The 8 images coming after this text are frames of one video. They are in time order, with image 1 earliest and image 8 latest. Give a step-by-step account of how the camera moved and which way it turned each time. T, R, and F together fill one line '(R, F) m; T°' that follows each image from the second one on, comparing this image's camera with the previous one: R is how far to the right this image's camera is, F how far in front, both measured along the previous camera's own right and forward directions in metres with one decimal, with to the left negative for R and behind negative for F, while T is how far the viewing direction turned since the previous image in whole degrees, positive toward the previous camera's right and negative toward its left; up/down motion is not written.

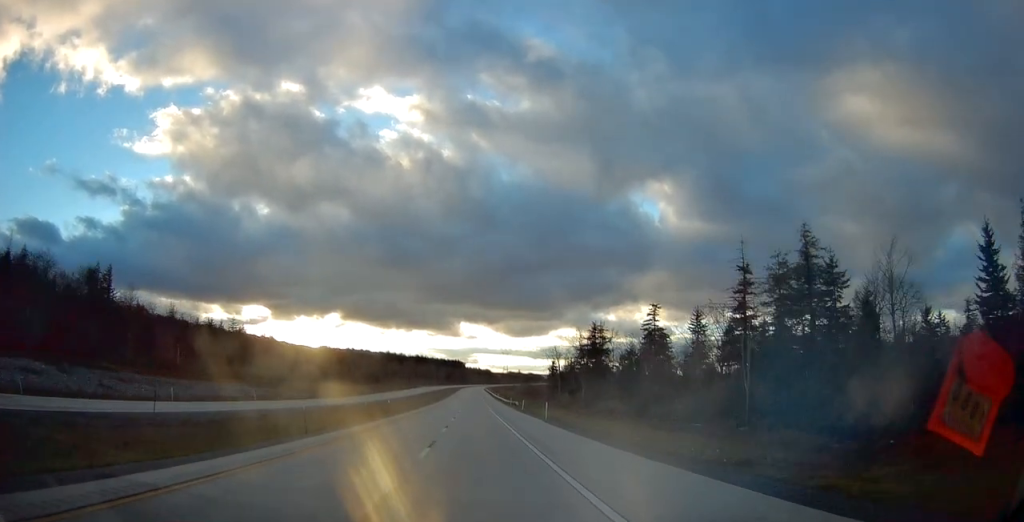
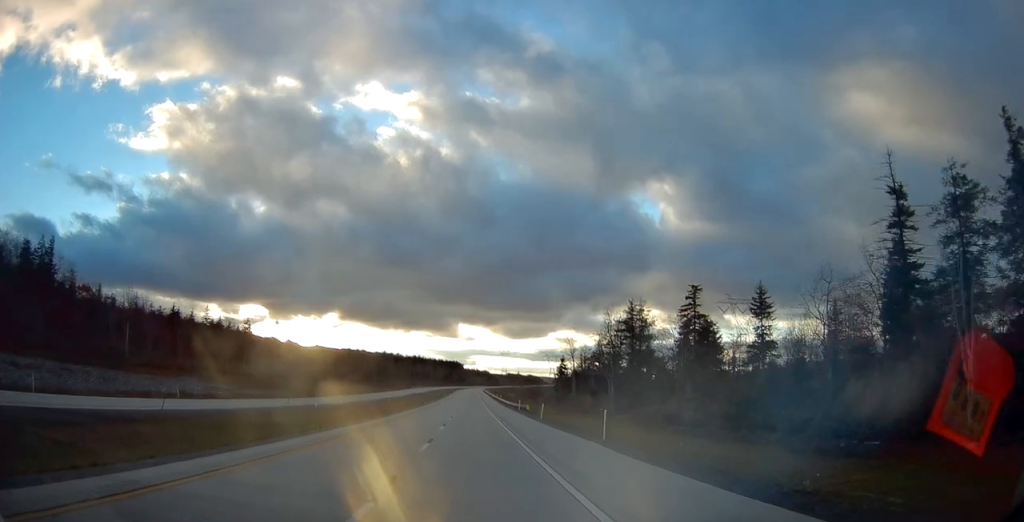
(0.0, +22.4) m; 0°
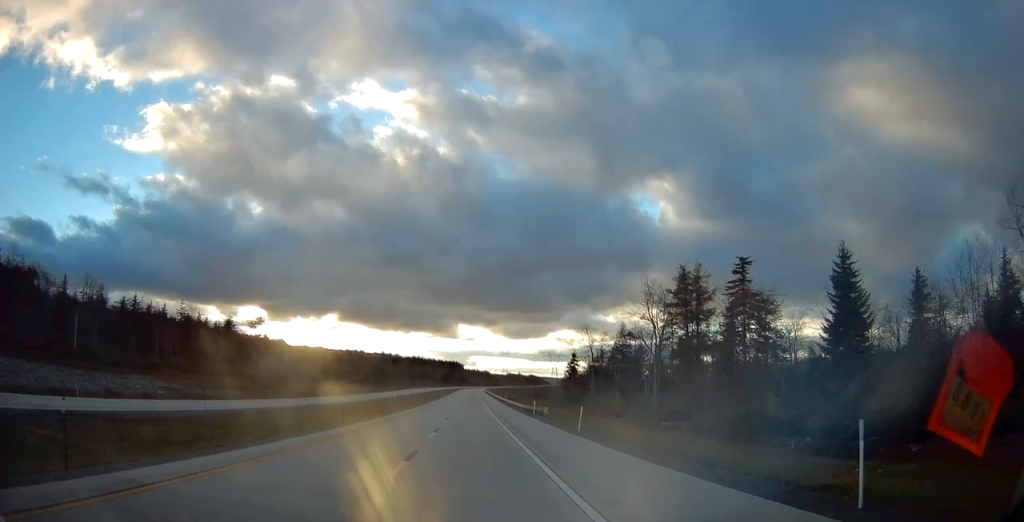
(0.0, +18.3) m; 0°
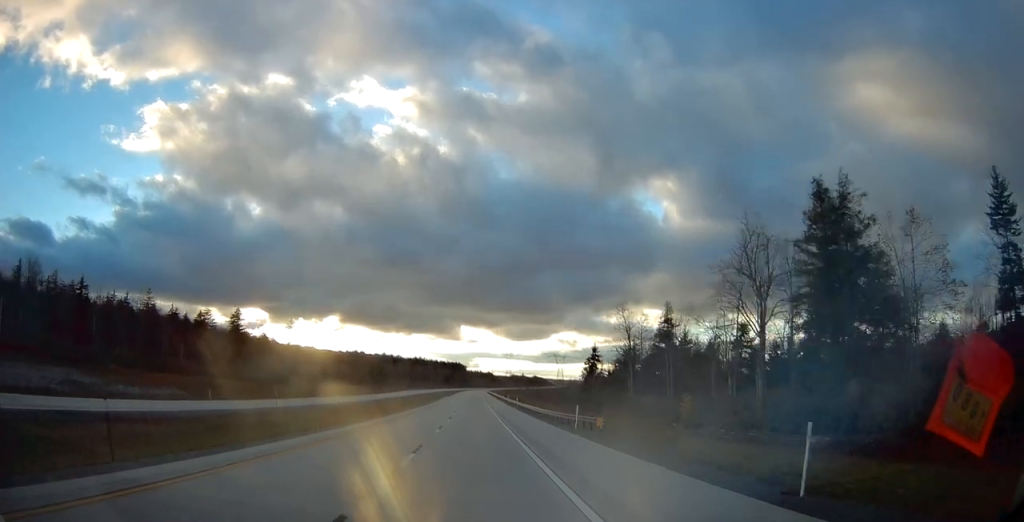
(+0.2, +22.3) m; 0°
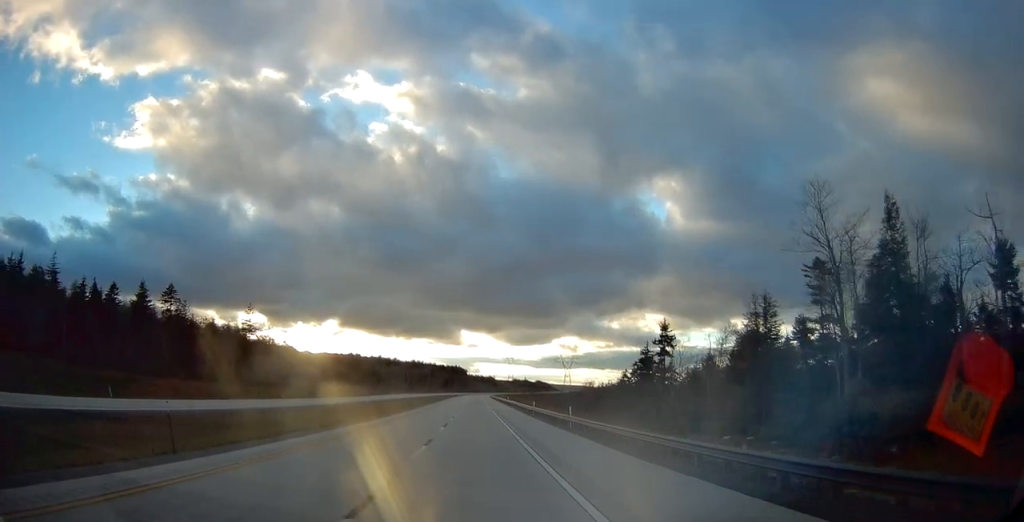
(-0.2, +45.3) m; 0°
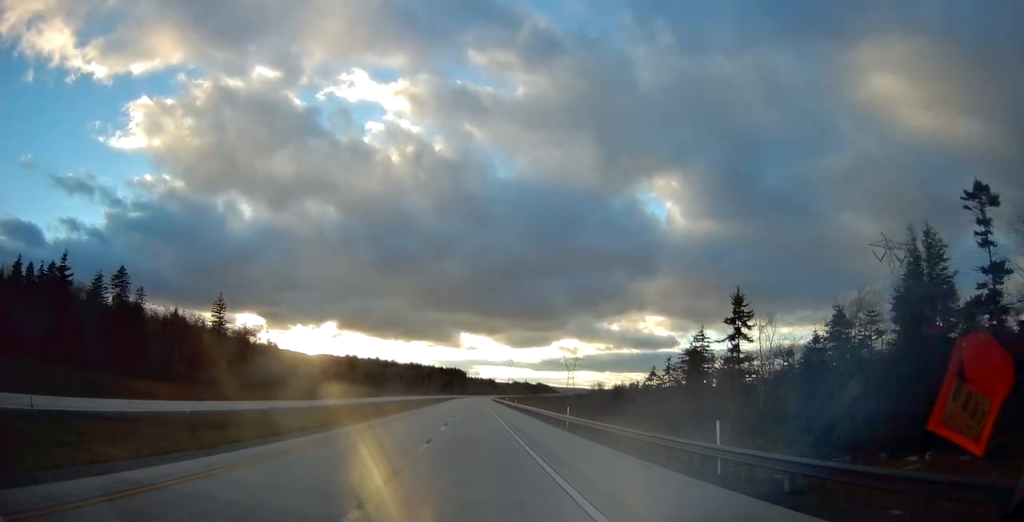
(0.0, +23.1) m; 0°
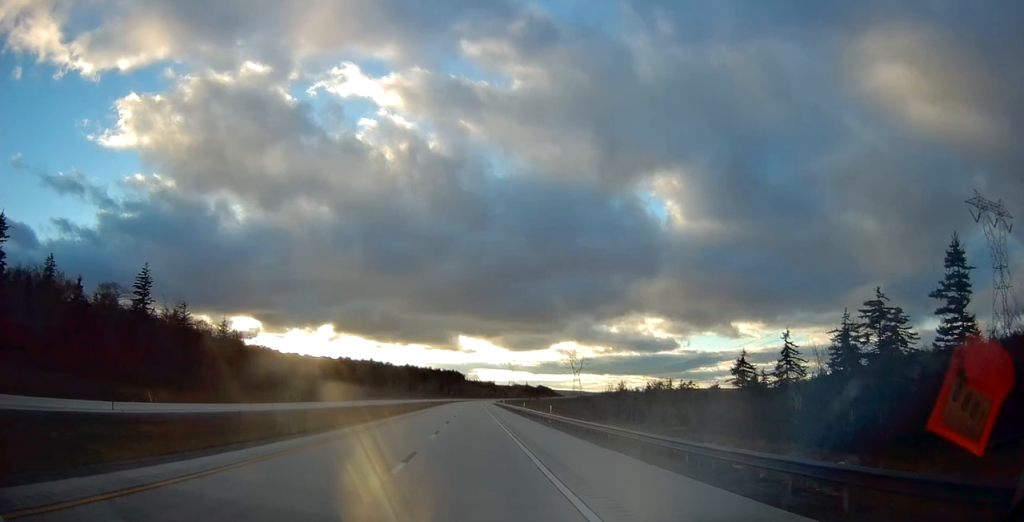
(0.0, +42.1) m; 0°
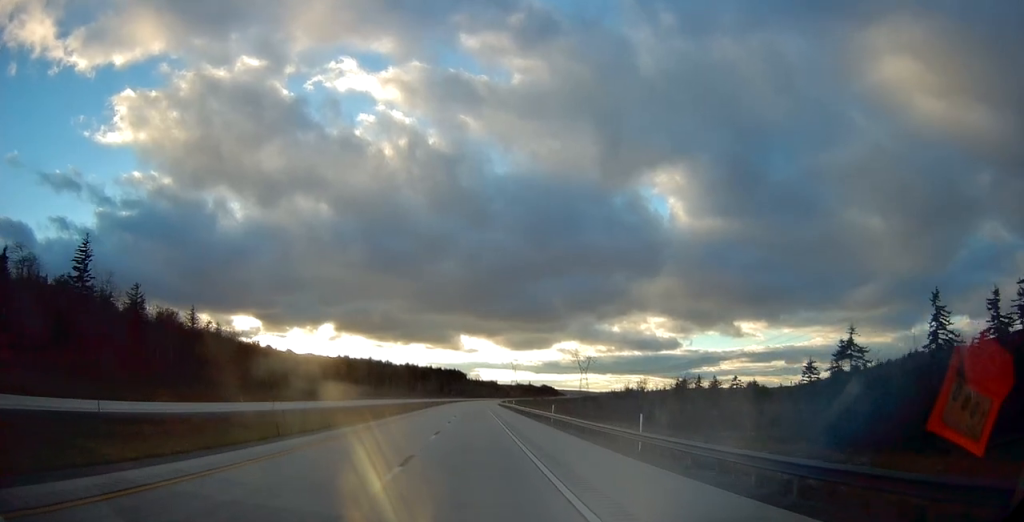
(0.0, +25.1) m; 0°
